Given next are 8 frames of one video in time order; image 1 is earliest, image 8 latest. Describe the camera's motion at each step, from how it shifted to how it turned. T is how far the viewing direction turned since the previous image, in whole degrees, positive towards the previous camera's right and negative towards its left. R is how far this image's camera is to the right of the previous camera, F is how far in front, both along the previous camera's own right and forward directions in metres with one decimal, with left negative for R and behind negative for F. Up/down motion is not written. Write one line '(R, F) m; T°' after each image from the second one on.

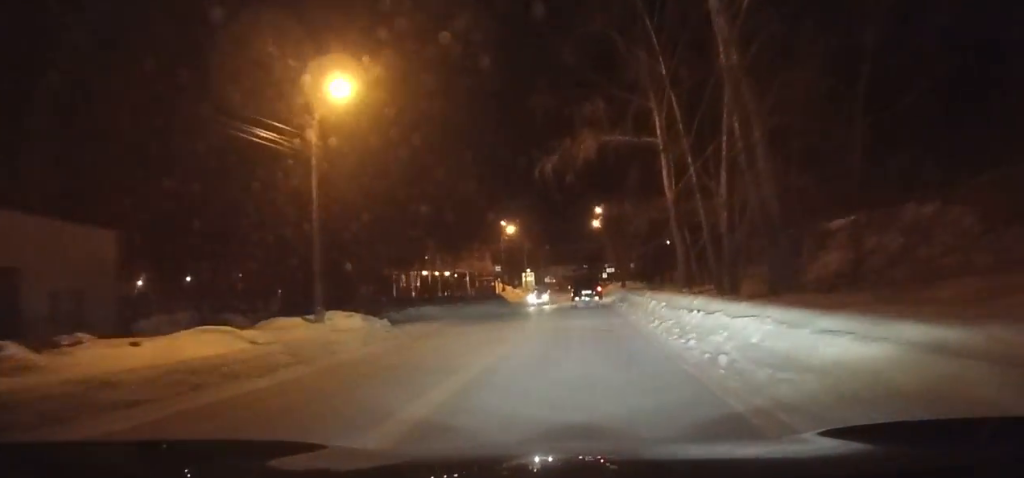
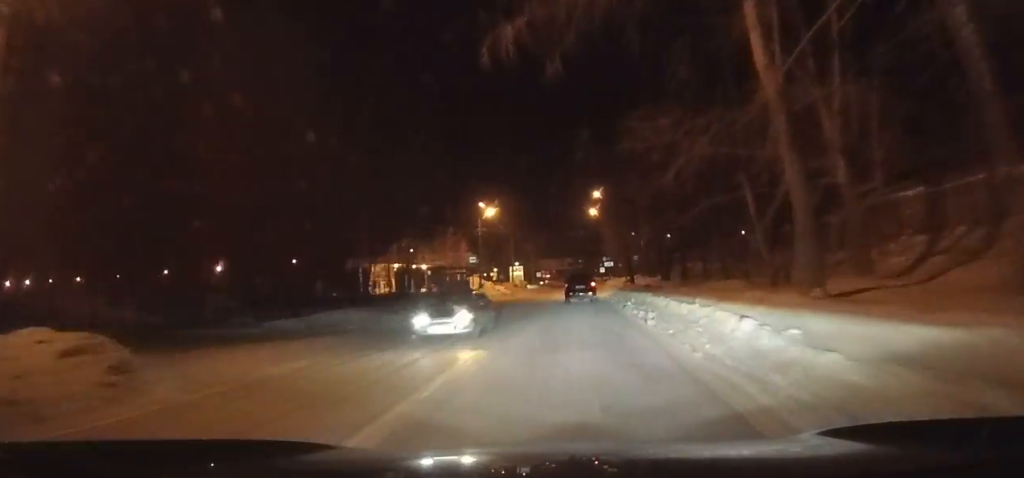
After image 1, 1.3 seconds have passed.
(0.0, +12.6) m; 0°
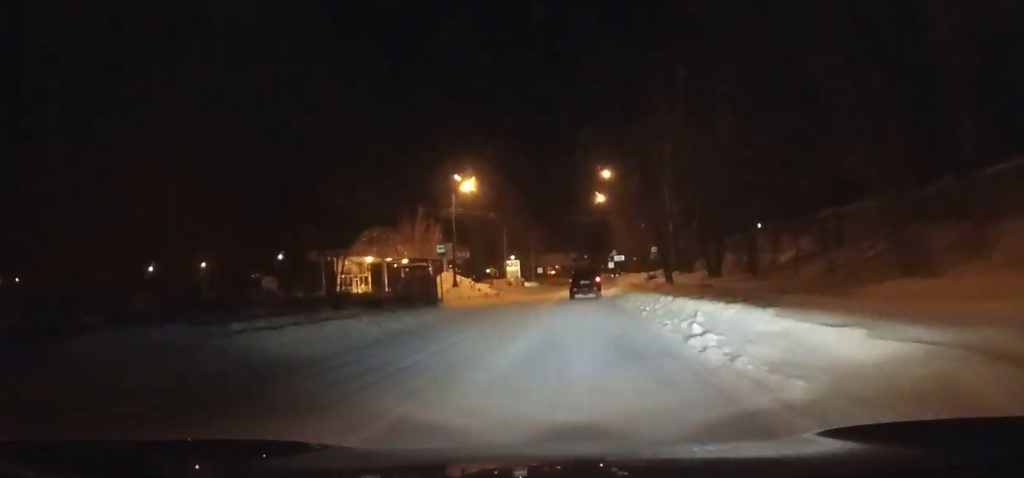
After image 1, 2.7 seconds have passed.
(0.0, +13.5) m; 0°
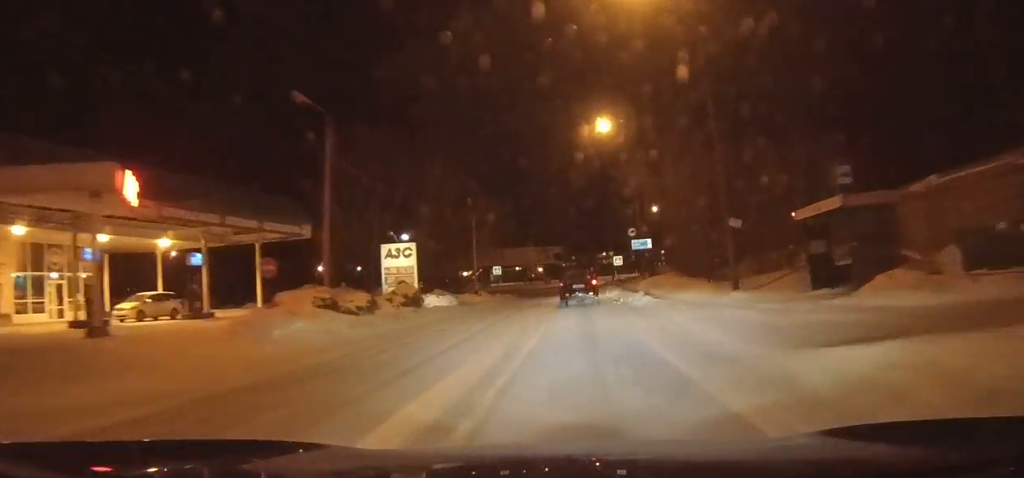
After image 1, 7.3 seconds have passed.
(+0.3, +44.6) m; +1°
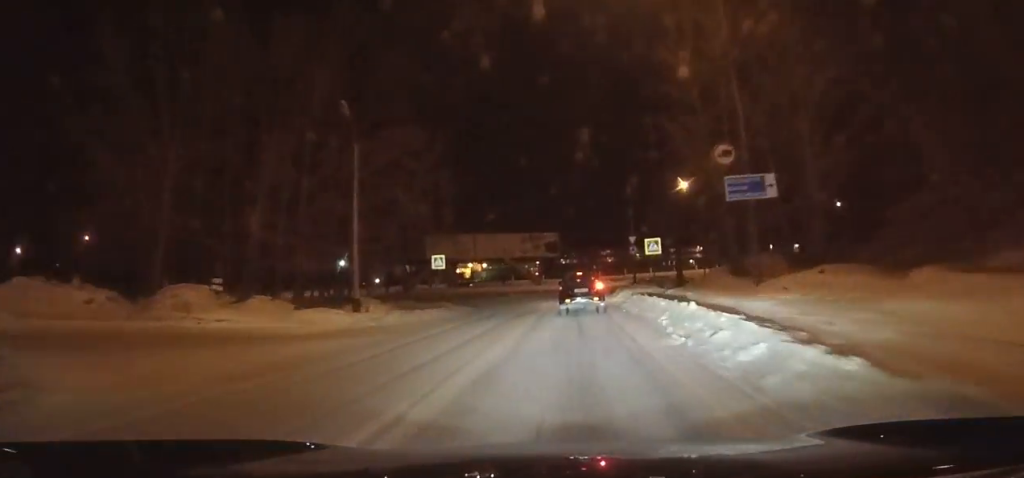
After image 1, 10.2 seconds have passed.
(+0.1, +26.1) m; 0°
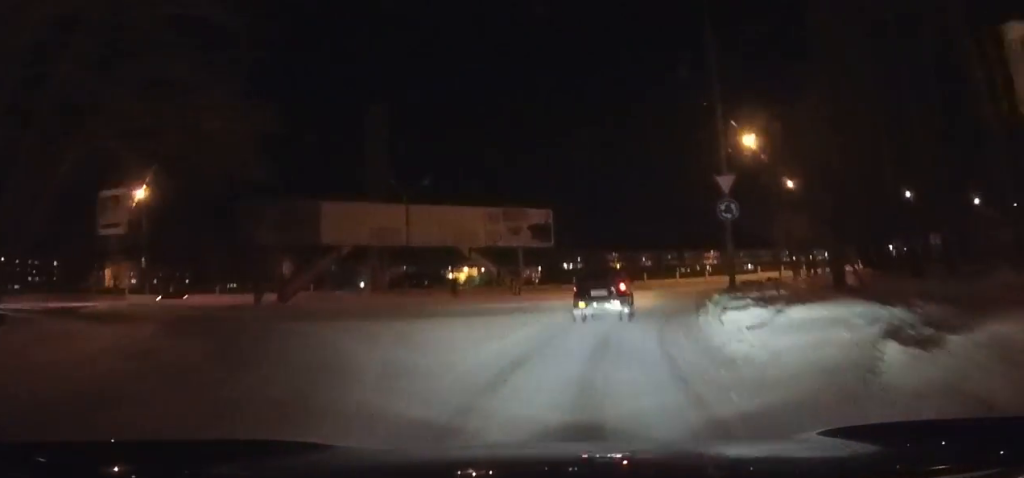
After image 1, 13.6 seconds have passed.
(+0.2, +26.0) m; +3°
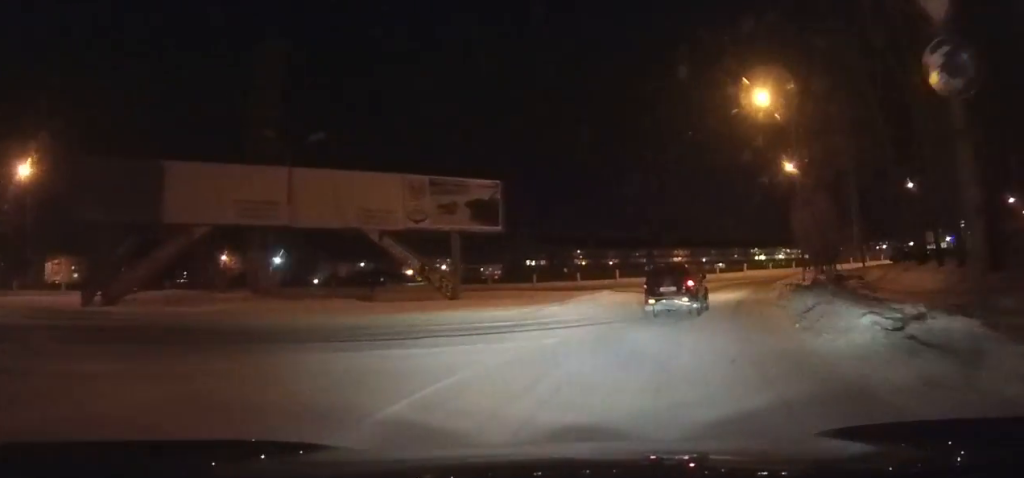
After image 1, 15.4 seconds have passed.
(+0.2, +11.4) m; +3°
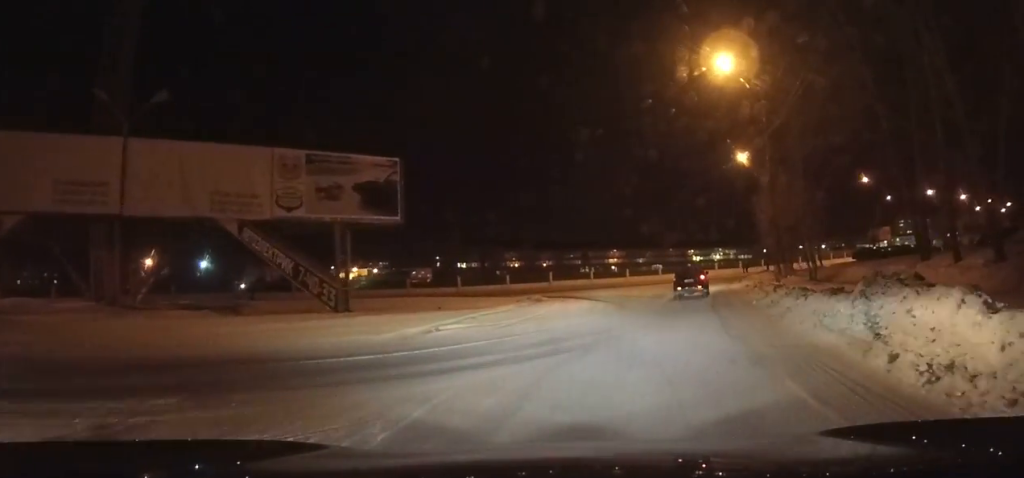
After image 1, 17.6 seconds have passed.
(+0.2, +12.2) m; +5°
